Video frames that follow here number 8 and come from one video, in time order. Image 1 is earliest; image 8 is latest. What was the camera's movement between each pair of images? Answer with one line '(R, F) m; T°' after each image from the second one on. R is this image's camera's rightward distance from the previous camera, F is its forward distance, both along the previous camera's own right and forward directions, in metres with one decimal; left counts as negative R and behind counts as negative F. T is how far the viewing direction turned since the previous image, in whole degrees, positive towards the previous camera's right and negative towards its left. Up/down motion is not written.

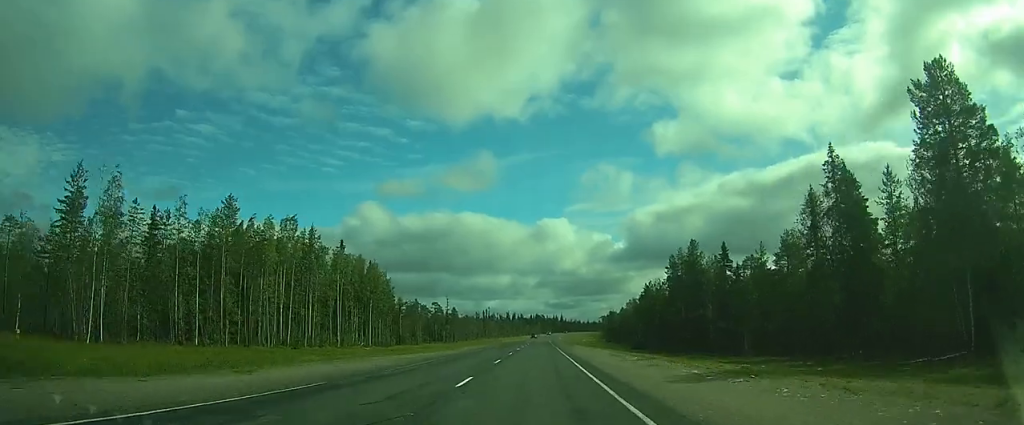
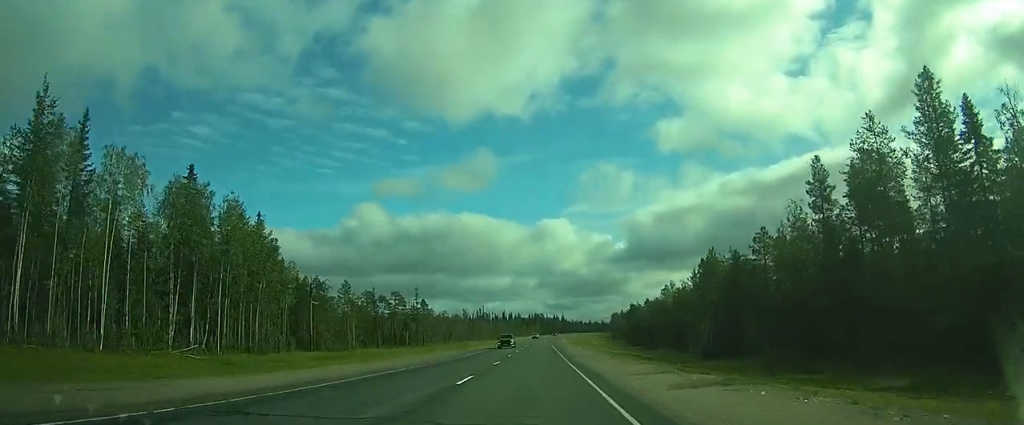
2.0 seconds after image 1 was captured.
(+0.2, +45.8) m; 0°
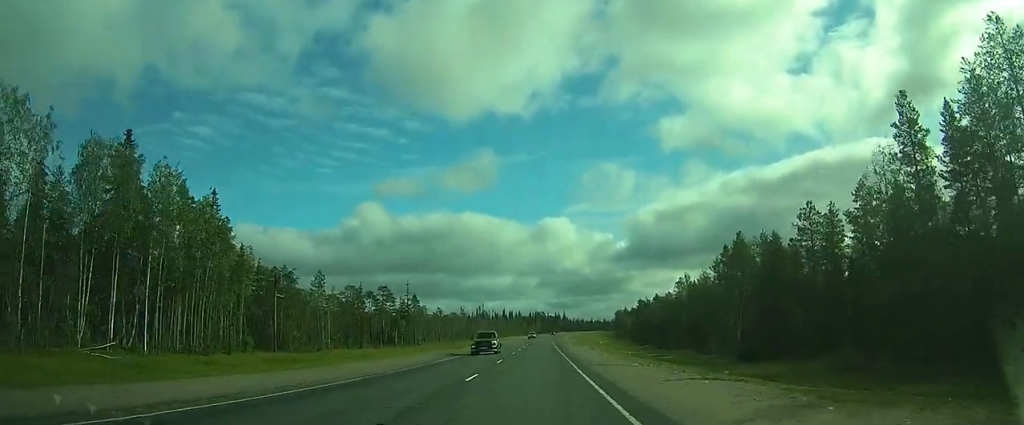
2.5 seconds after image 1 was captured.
(0.0, +10.4) m; 0°
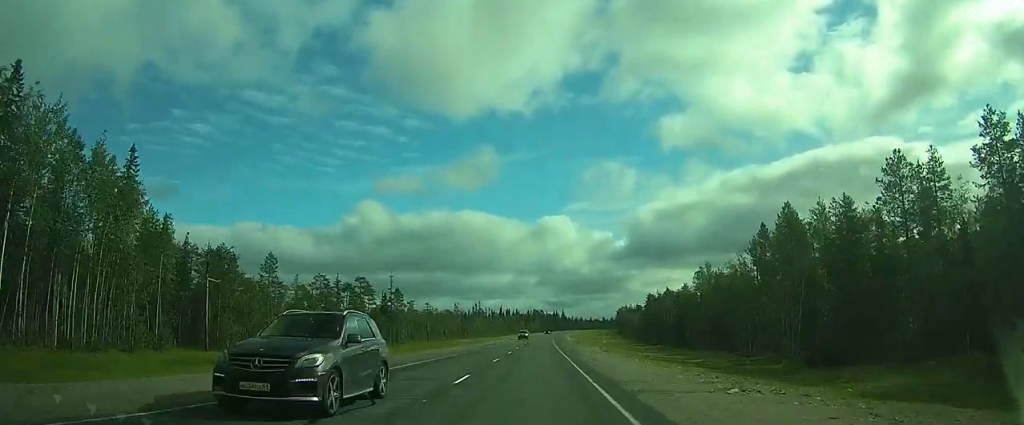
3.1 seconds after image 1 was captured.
(-0.1, +13.4) m; 0°
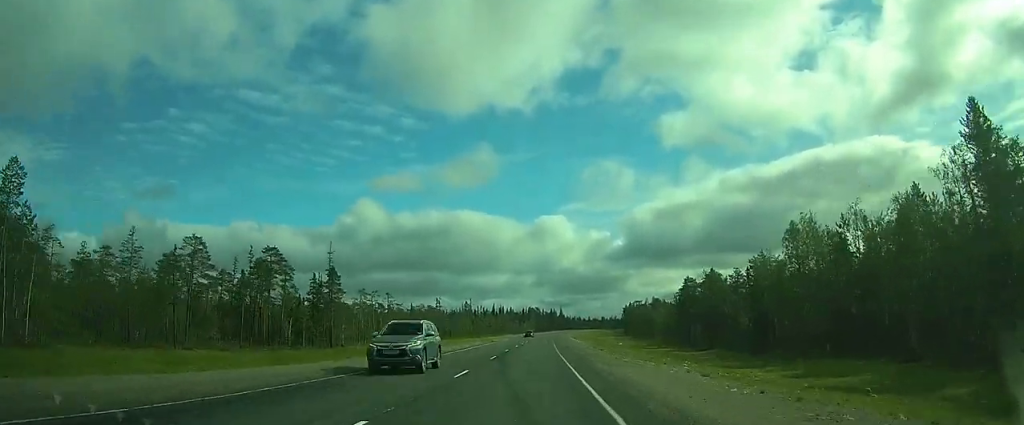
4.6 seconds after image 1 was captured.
(+0.1, +33.3) m; +1°
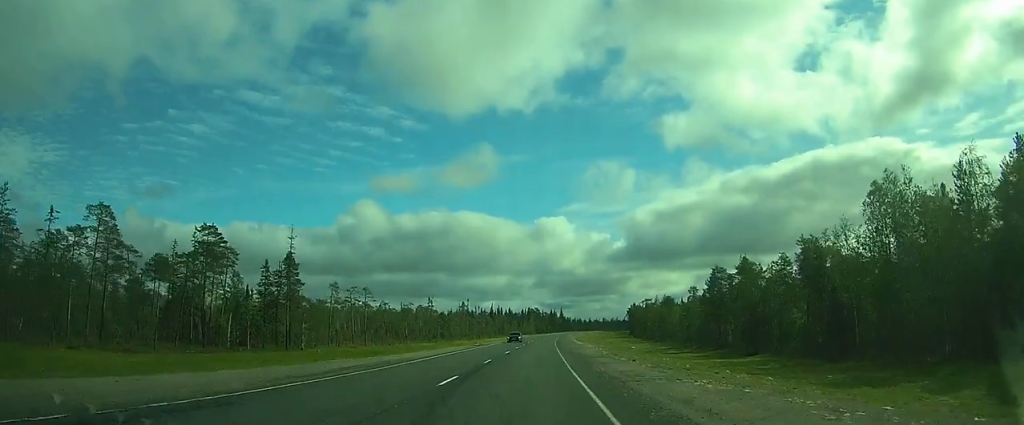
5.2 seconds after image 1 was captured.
(+0.1, +14.0) m; 0°
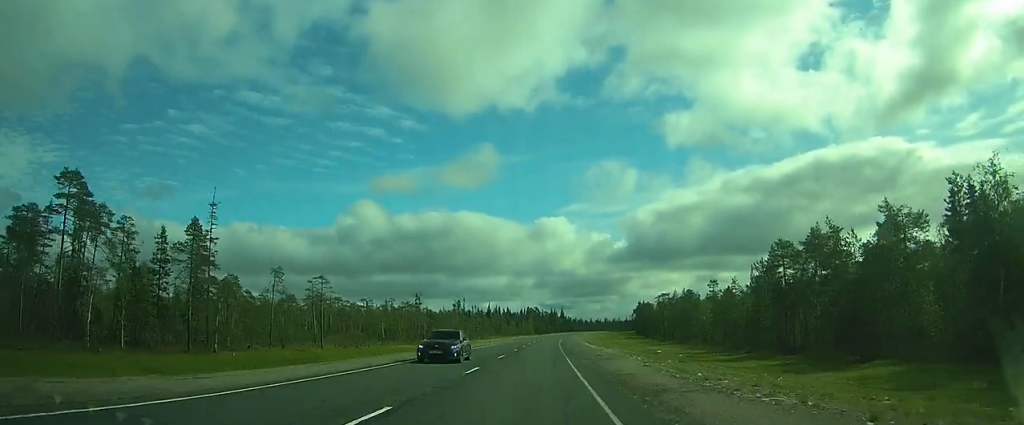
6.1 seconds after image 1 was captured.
(-0.1, +19.2) m; 0°
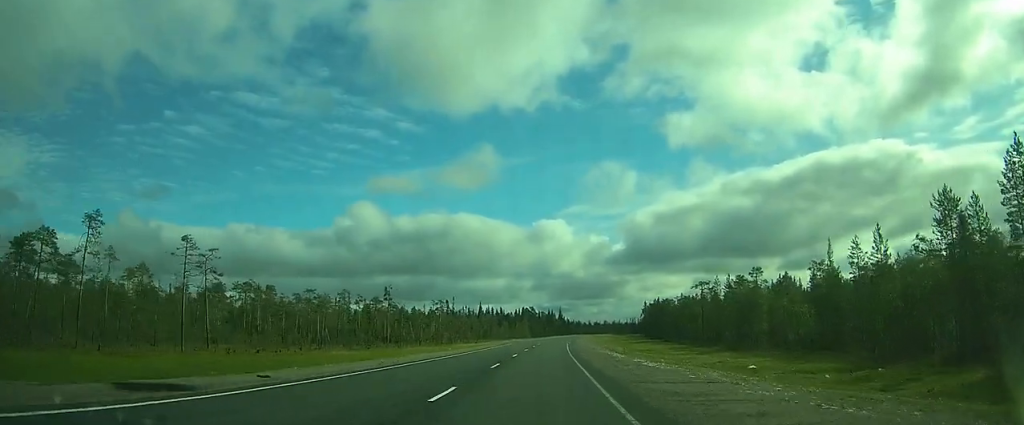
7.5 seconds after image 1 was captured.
(+0.2, +31.0) m; +1°
